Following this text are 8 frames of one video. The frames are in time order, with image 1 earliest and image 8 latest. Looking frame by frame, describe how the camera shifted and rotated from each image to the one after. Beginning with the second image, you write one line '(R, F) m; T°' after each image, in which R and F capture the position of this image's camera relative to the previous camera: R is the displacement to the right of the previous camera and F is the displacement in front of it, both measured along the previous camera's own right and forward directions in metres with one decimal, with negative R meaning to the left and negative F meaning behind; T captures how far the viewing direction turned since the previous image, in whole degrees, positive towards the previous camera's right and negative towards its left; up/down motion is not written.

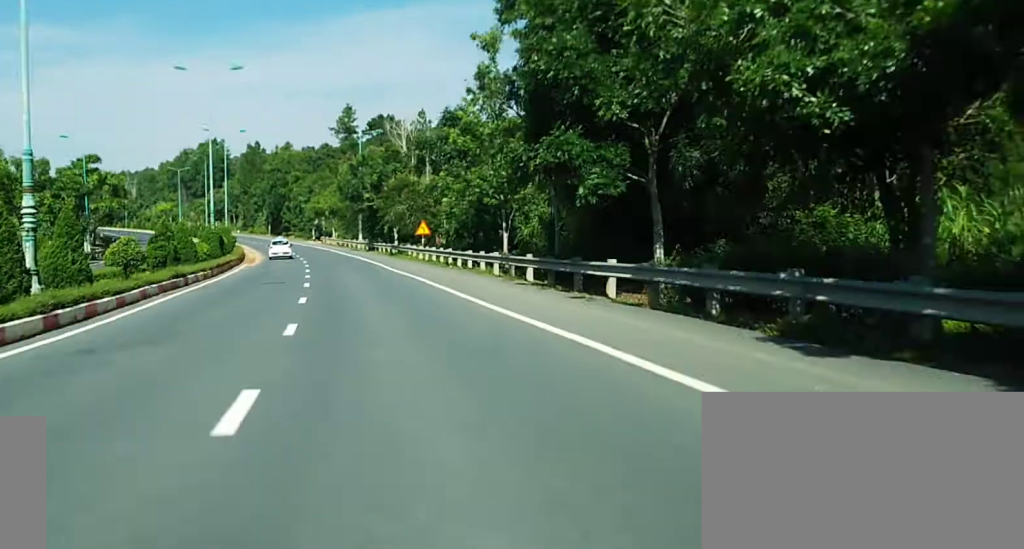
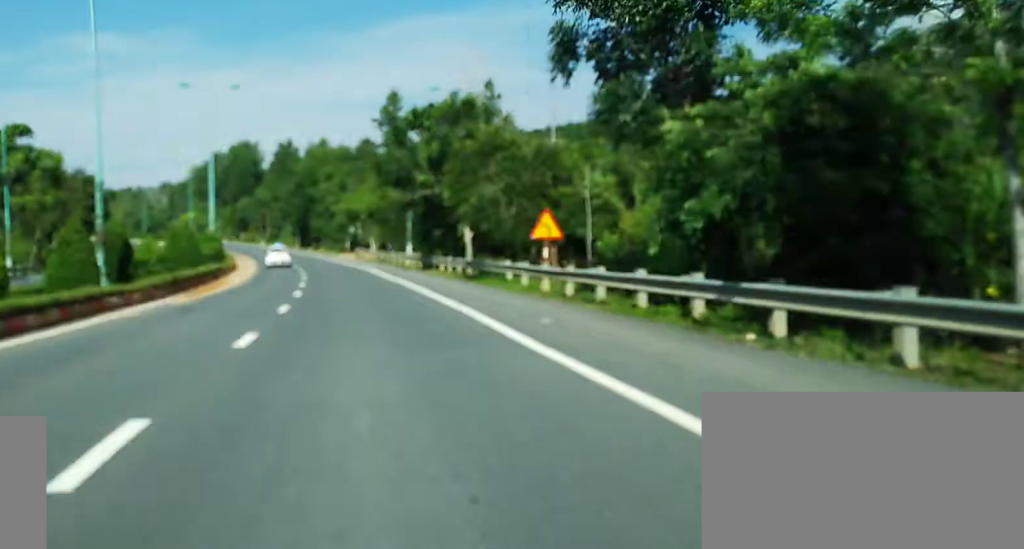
(-0.3, +33.9) m; -2°
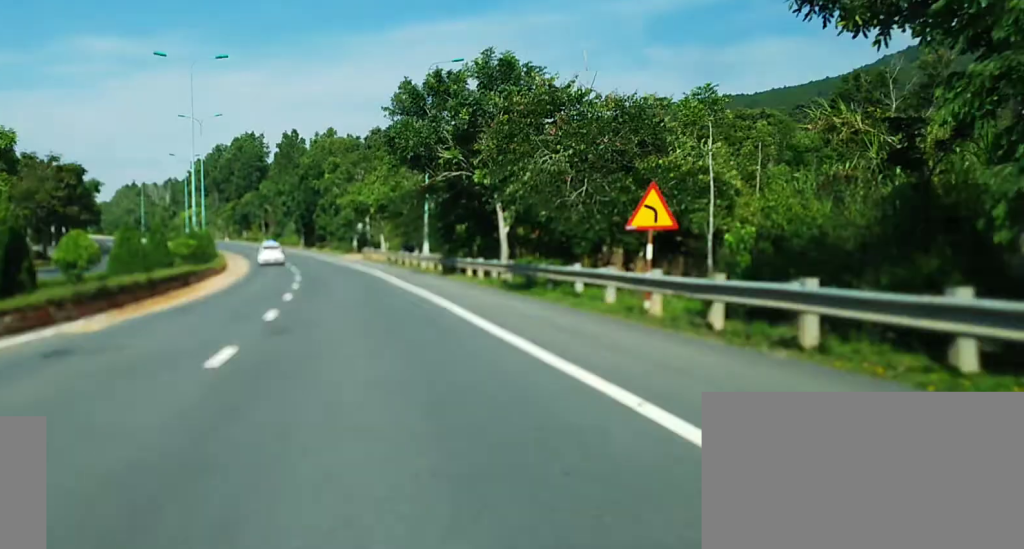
(-0.2, +10.2) m; -1°
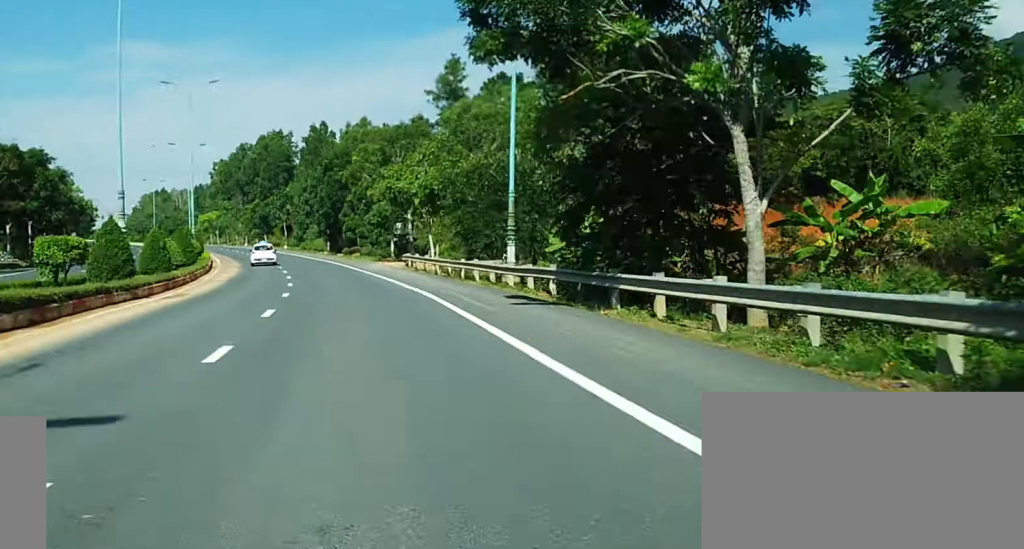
(-0.4, +20.3) m; -2°
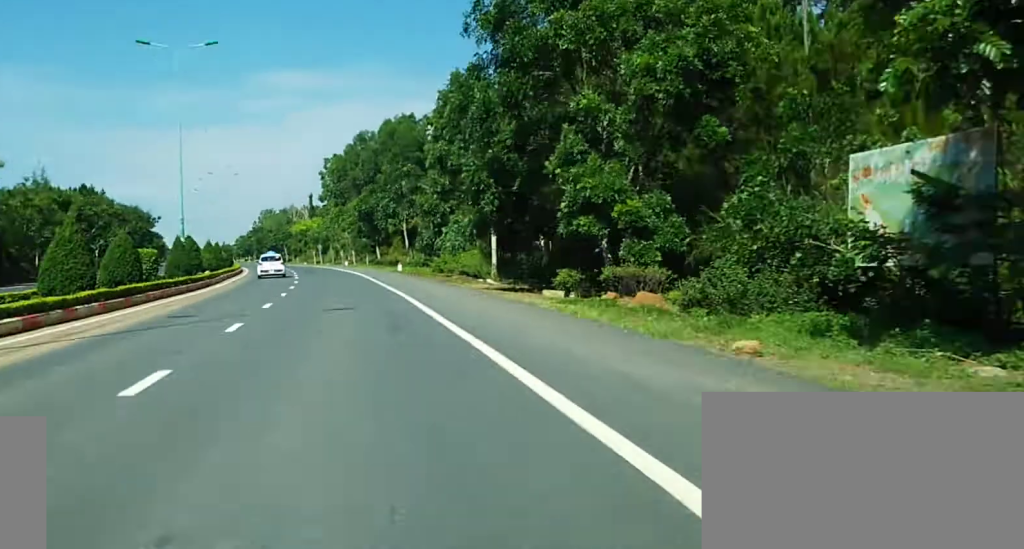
(-3.2, +66.7) m; -8°
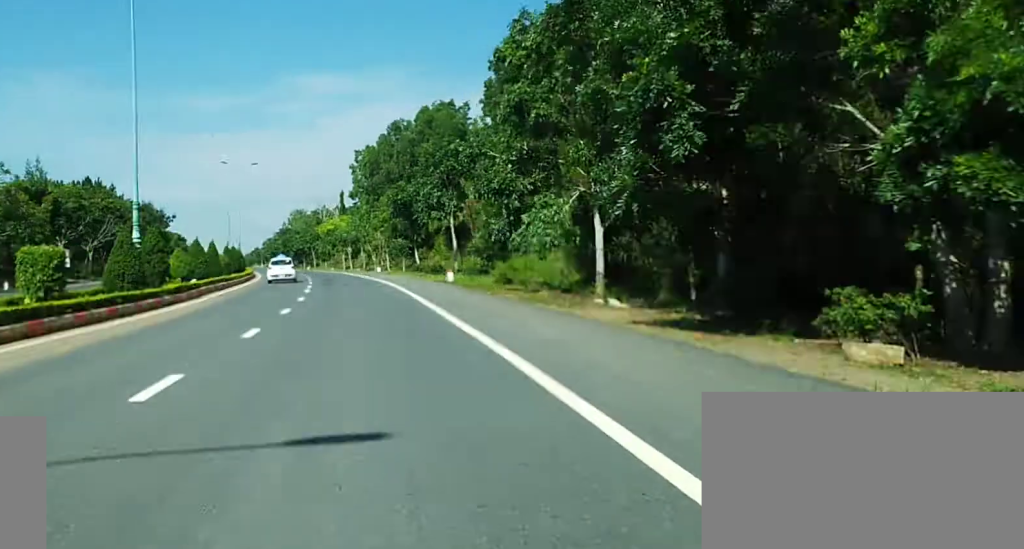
(-0.7, +16.3) m; -2°
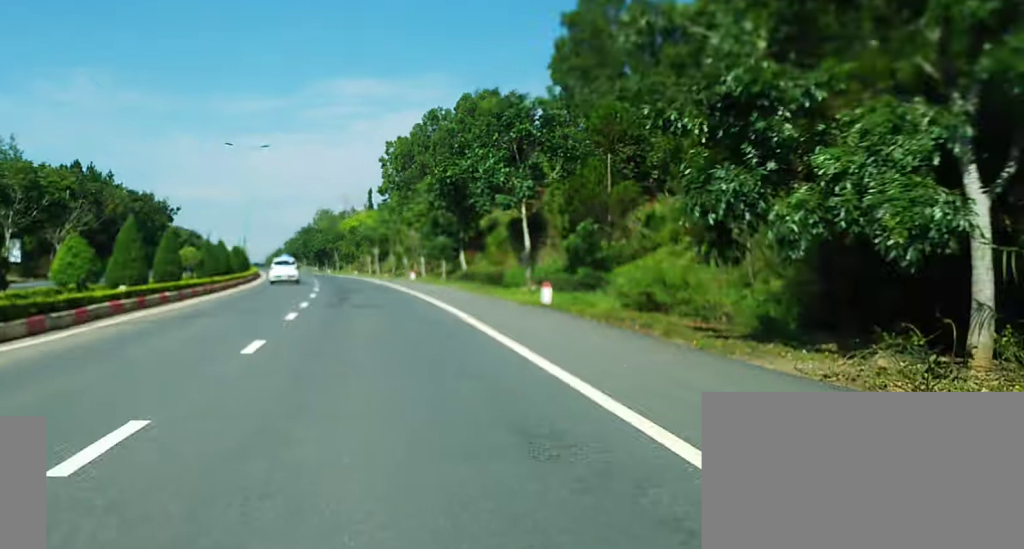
(-0.5, +19.4) m; -2°
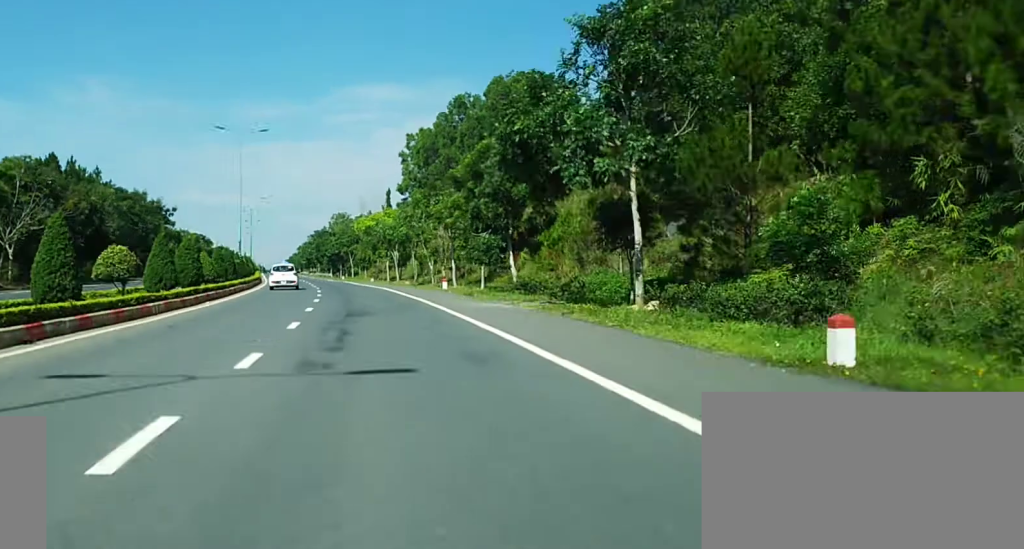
(0.0, +16.1) m; 0°
